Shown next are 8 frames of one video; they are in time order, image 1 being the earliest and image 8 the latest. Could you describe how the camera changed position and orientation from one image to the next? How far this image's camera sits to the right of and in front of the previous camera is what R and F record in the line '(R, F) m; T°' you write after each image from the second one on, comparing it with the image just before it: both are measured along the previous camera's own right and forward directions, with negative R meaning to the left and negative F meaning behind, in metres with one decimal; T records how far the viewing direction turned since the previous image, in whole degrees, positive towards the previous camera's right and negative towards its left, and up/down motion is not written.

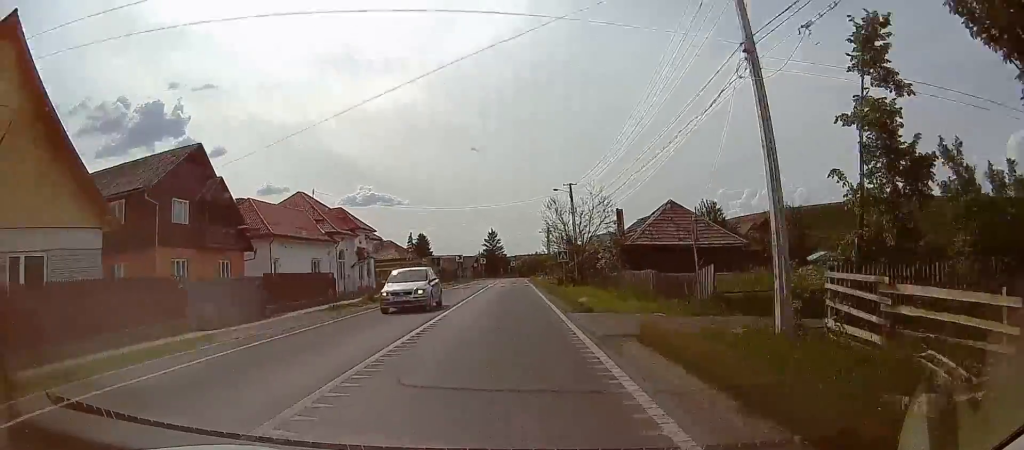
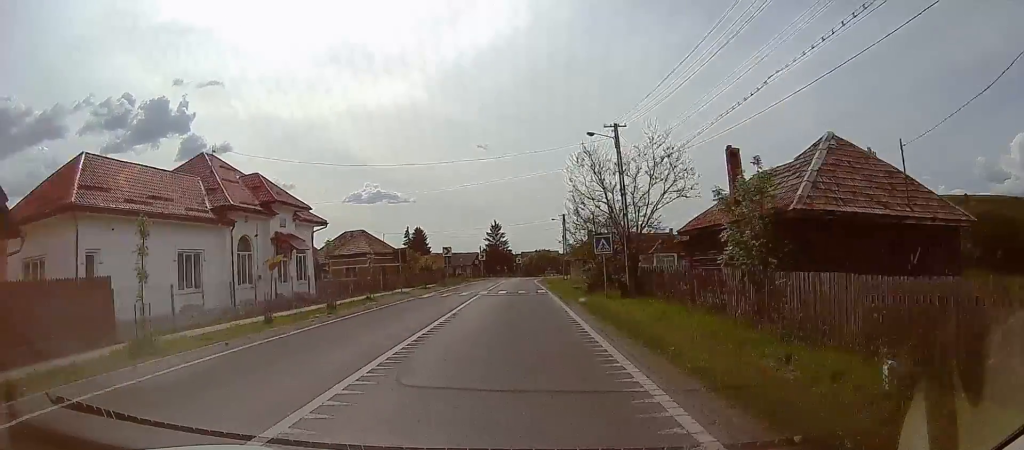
(0.0, +18.2) m; 0°
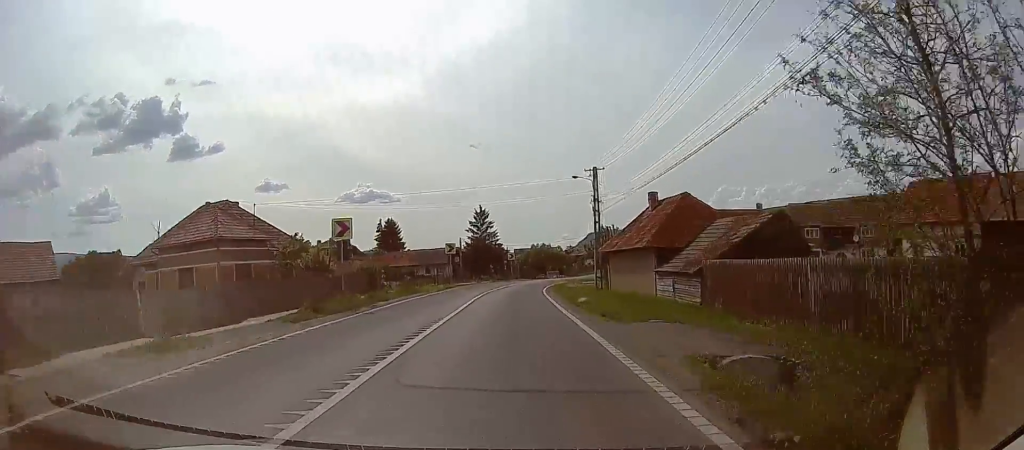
(0.0, +31.5) m; 0°
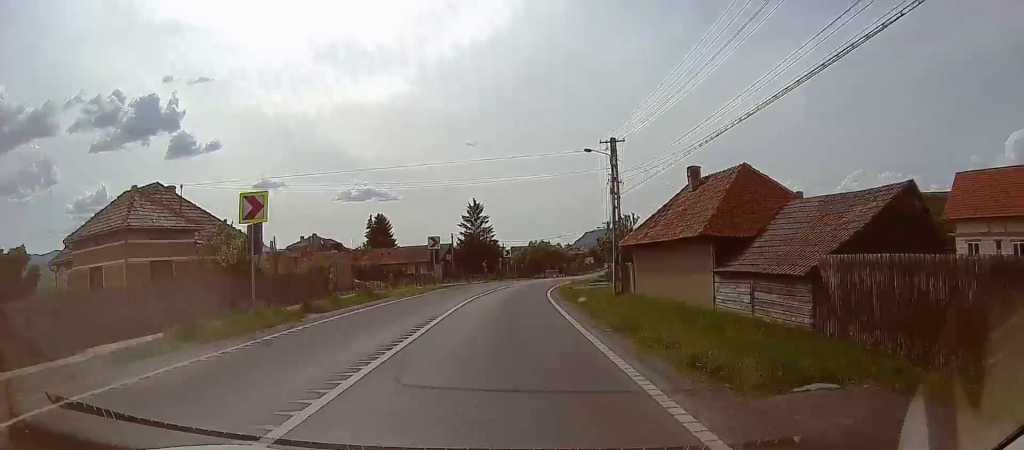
(0.0, +8.0) m; 0°
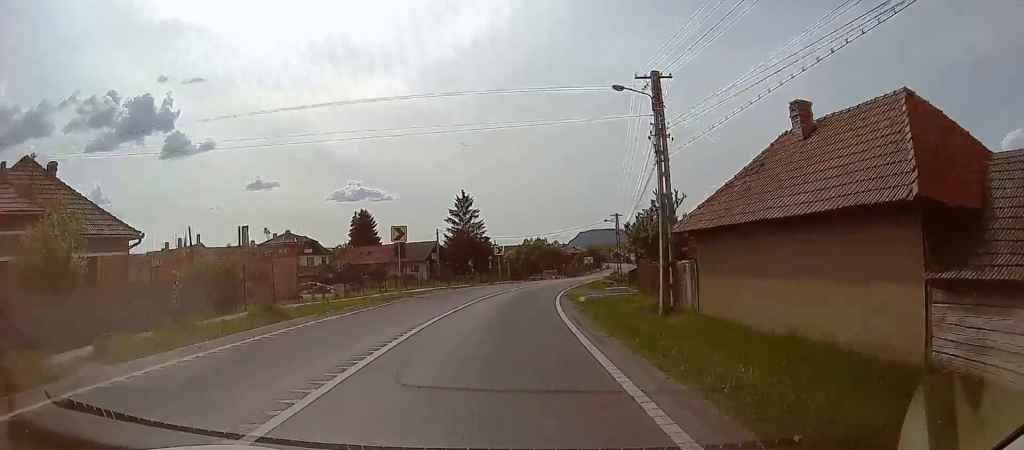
(0.0, +10.3) m; 0°
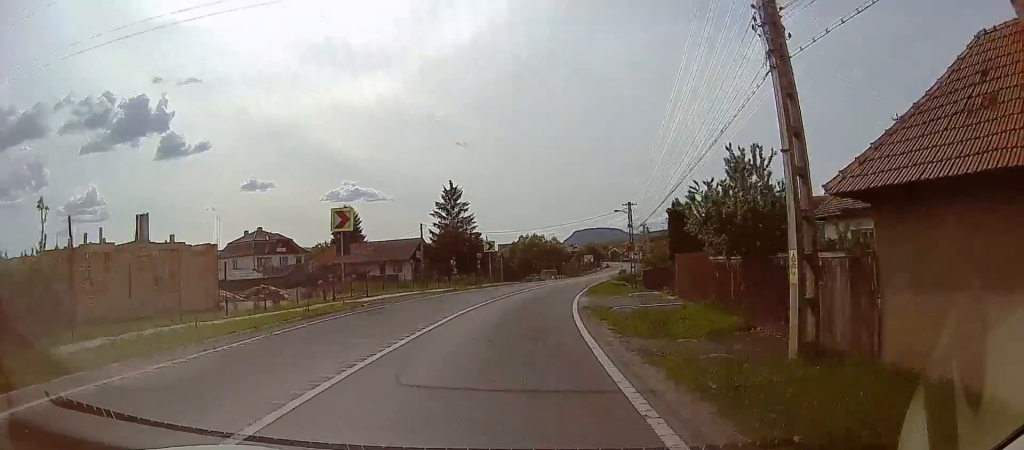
(0.0, +9.2) m; 0°
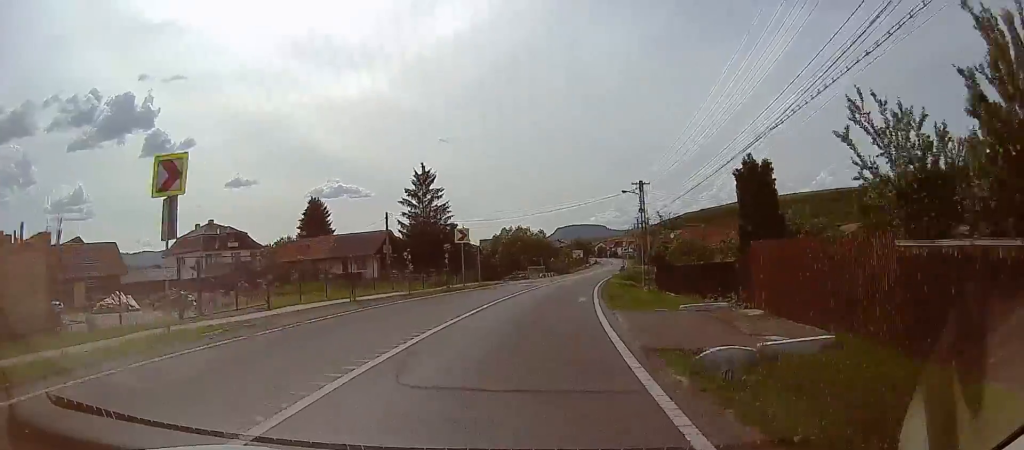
(0.0, +10.3) m; 0°
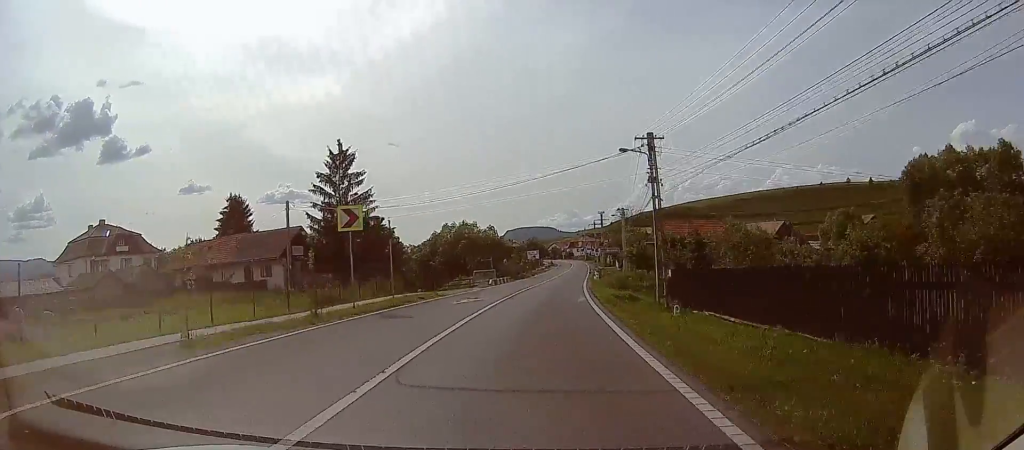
(0.0, +14.9) m; +2°
